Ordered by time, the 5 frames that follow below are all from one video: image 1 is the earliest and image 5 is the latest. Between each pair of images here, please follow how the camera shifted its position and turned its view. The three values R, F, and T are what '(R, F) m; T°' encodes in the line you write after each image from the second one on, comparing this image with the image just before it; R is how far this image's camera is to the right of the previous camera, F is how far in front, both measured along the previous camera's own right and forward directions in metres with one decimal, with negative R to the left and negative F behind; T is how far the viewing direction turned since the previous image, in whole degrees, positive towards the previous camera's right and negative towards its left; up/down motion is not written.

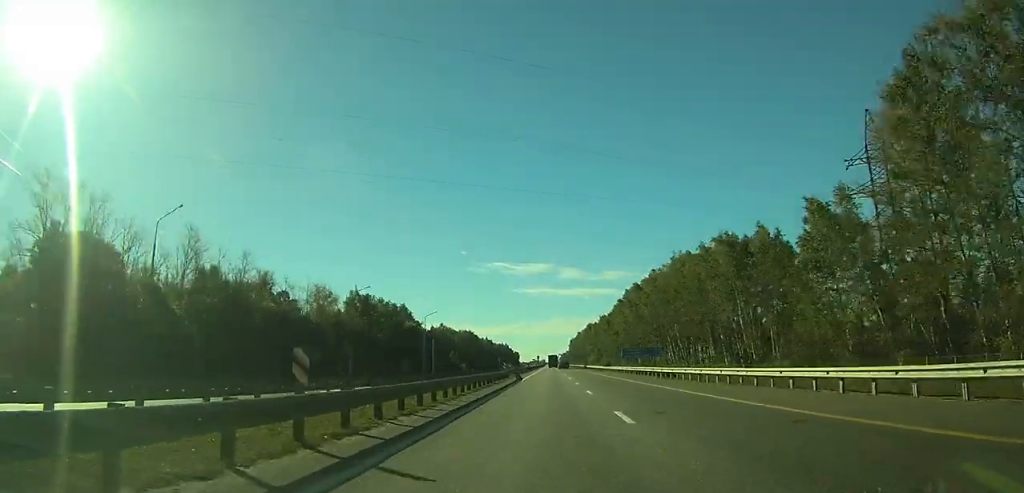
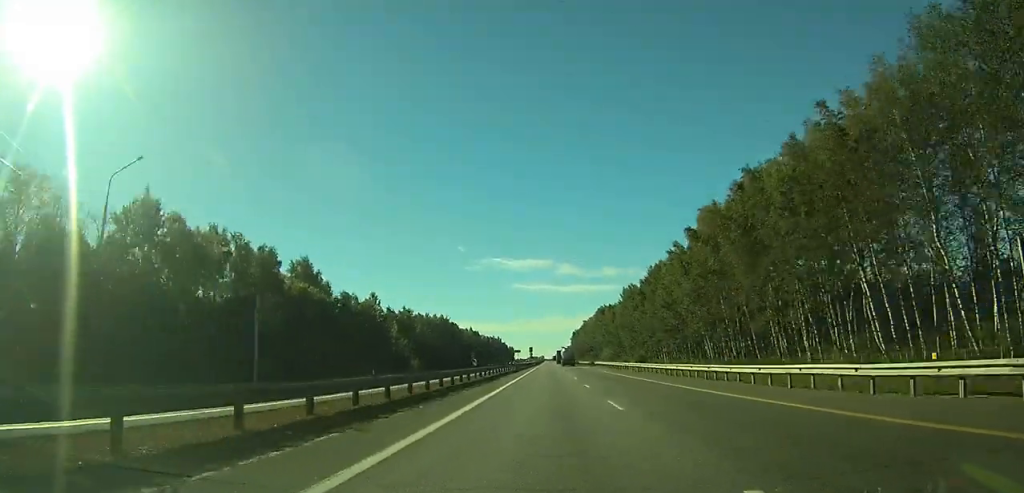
(+0.2, +81.3) m; 0°
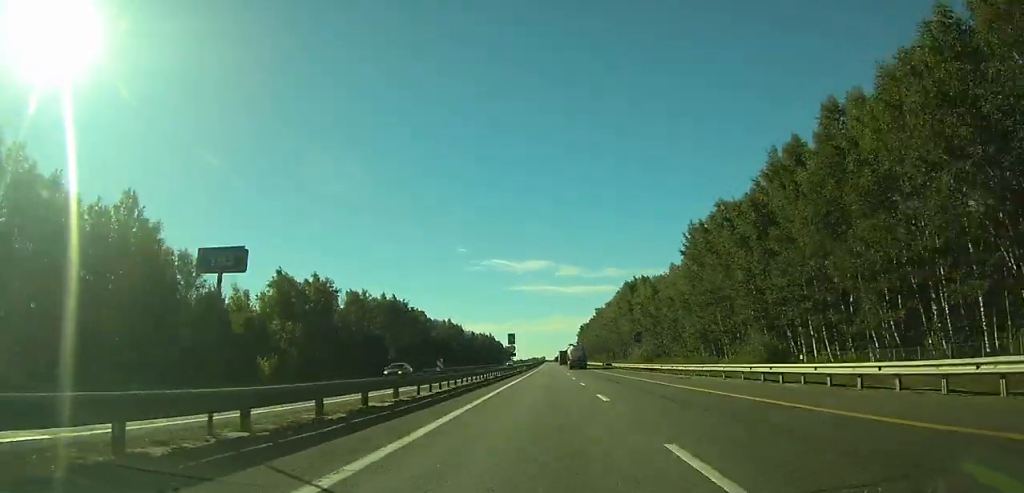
(+0.1, +82.3) m; -1°
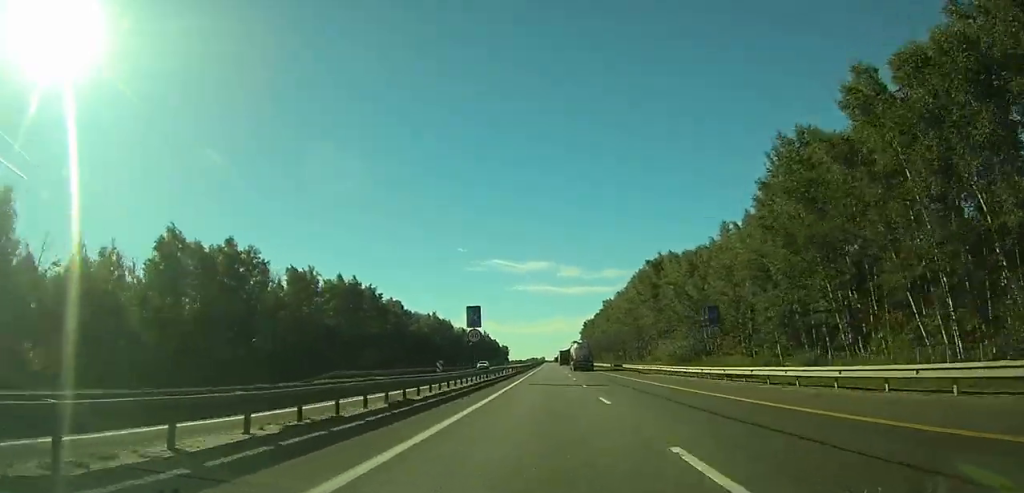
(-0.3, +36.6) m; 0°
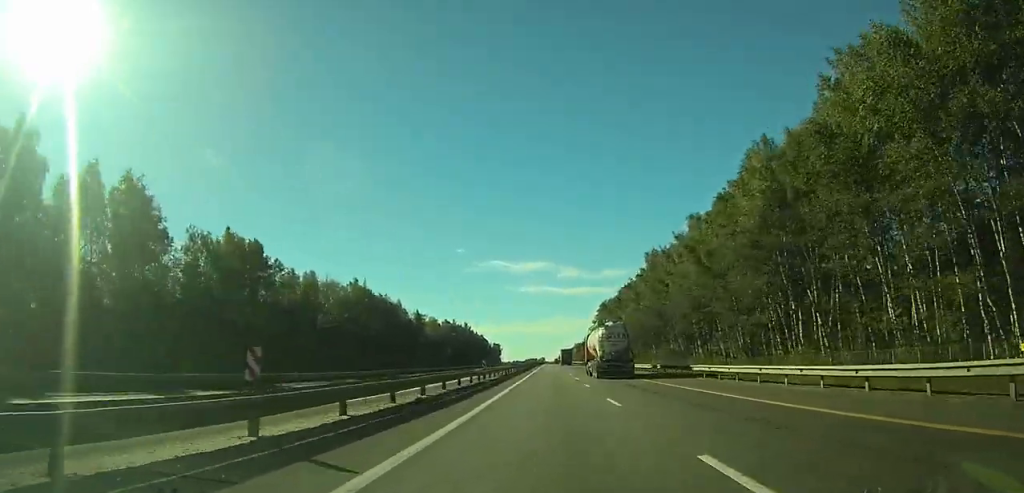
(-0.8, +97.1) m; -2°
